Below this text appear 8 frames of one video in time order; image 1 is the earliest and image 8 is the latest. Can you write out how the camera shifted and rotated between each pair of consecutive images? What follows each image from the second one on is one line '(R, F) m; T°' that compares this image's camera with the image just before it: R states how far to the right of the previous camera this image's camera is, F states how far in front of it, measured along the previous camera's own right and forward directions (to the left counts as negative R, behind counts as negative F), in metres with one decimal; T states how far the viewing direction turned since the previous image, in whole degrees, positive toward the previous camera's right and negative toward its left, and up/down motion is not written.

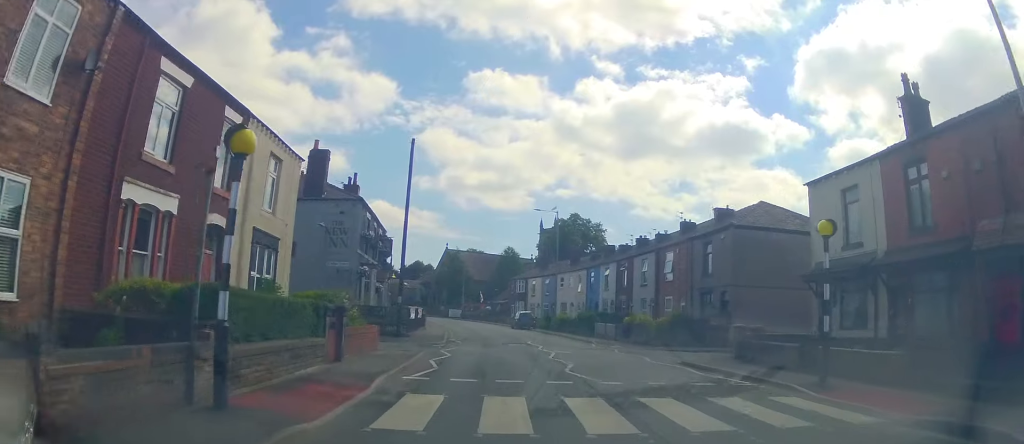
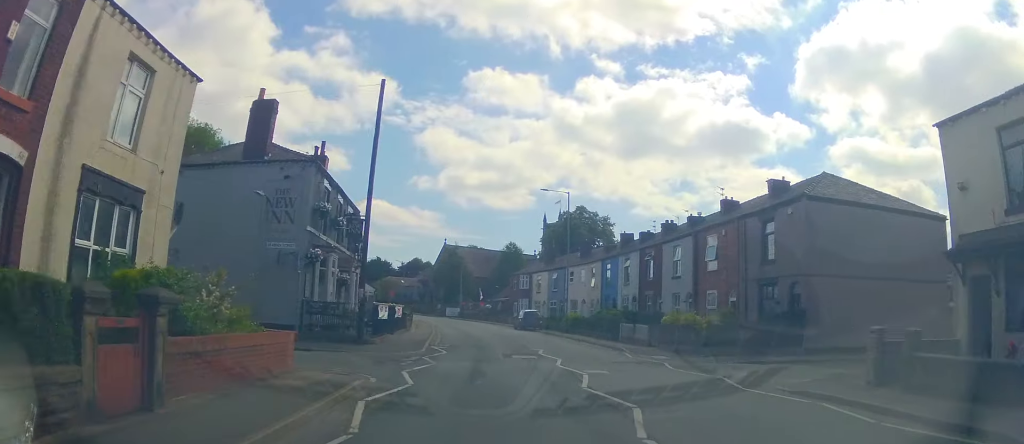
(0.0, +7.5) m; 0°
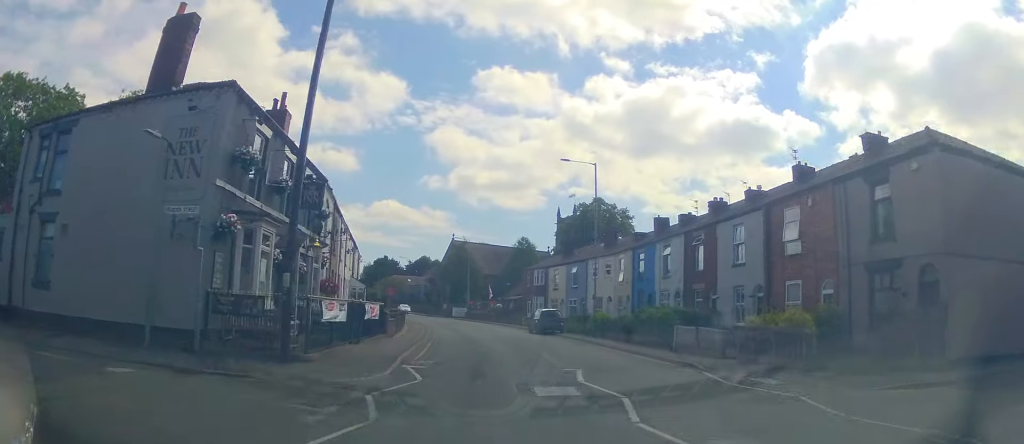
(0.0, +7.7) m; -2°
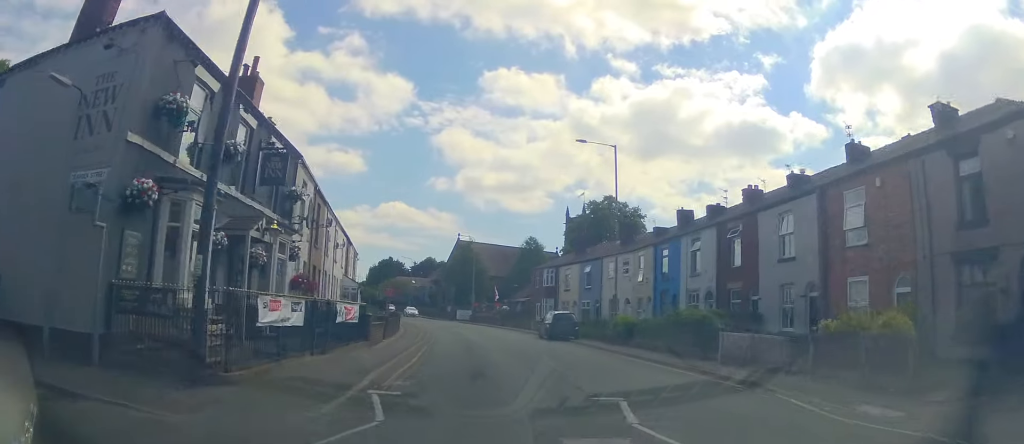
(+0.1, +4.0) m; -2°
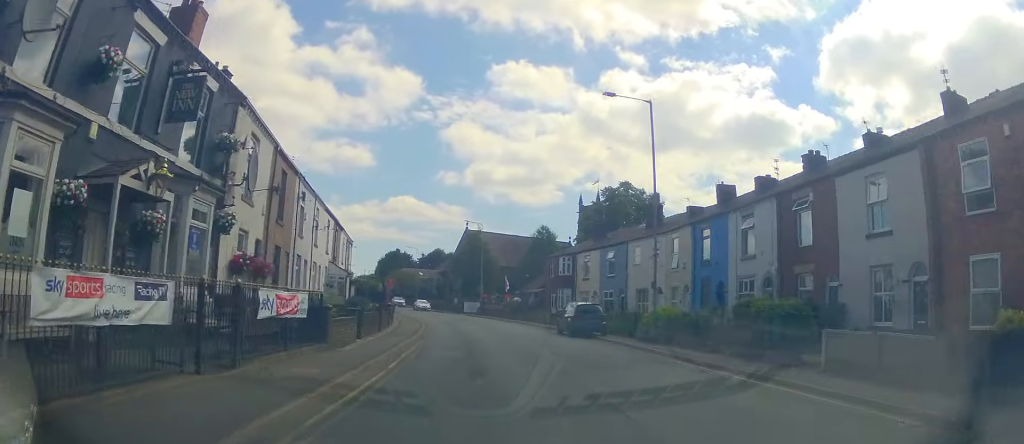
(-0.3, +5.5) m; 0°
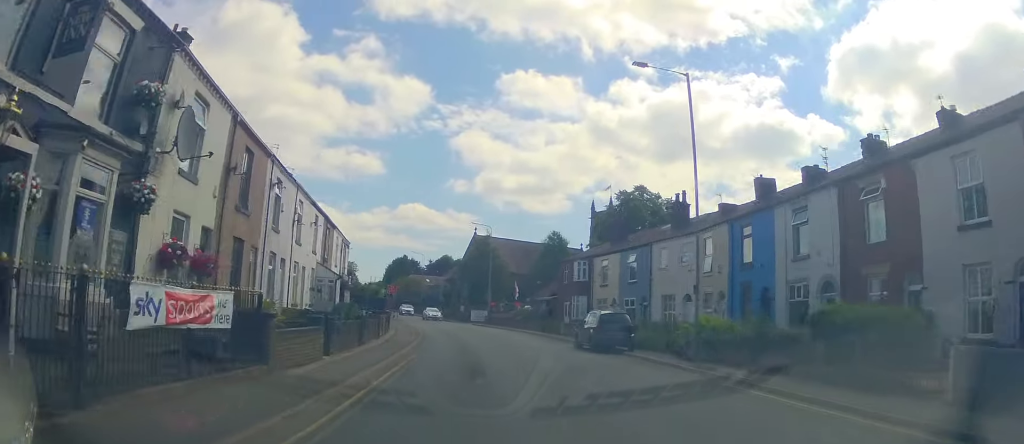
(-0.3, +4.0) m; 0°
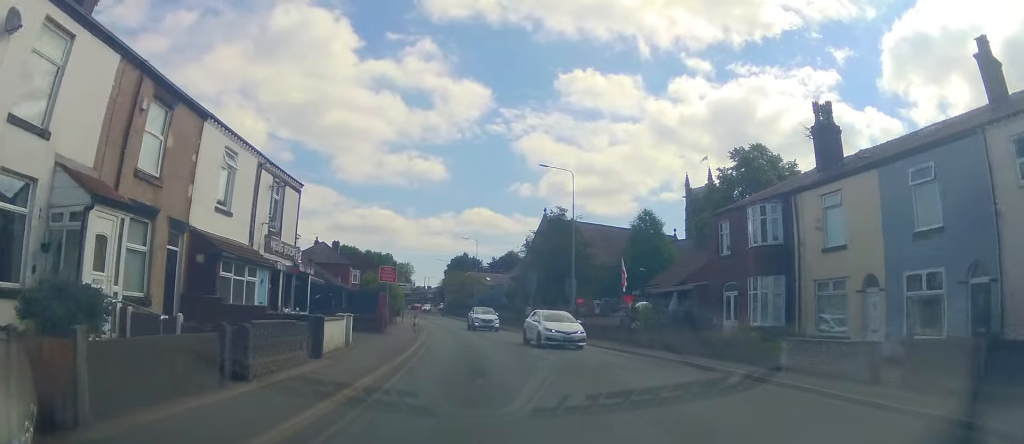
(-0.7, +23.5) m; -8°
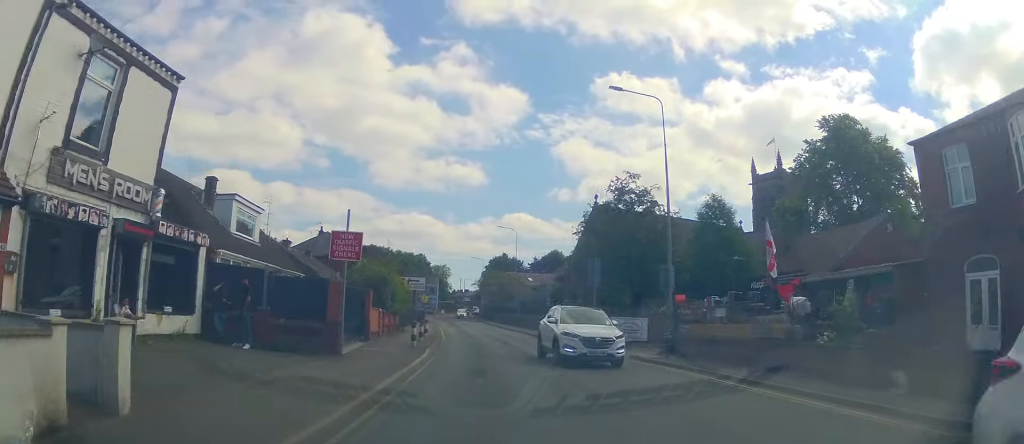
(-0.4, +12.8) m; -4°
